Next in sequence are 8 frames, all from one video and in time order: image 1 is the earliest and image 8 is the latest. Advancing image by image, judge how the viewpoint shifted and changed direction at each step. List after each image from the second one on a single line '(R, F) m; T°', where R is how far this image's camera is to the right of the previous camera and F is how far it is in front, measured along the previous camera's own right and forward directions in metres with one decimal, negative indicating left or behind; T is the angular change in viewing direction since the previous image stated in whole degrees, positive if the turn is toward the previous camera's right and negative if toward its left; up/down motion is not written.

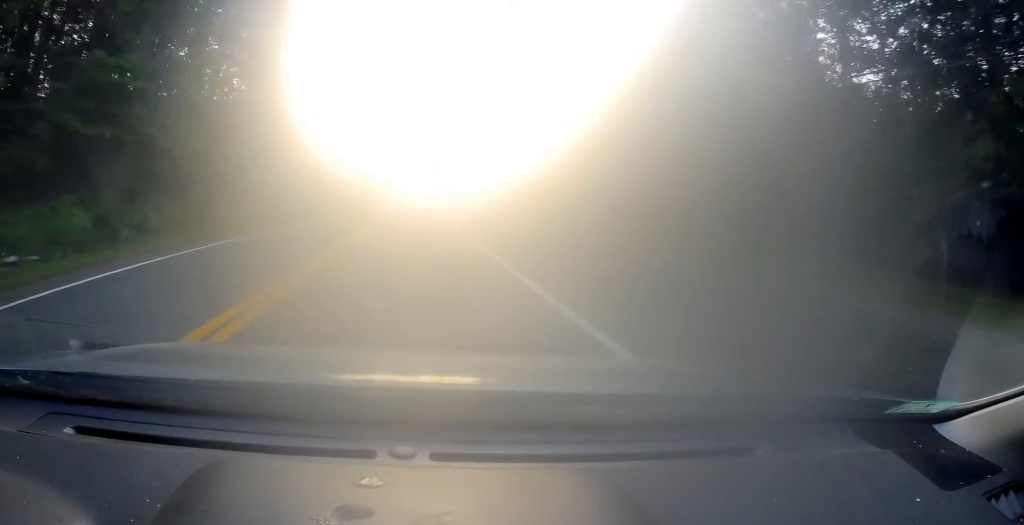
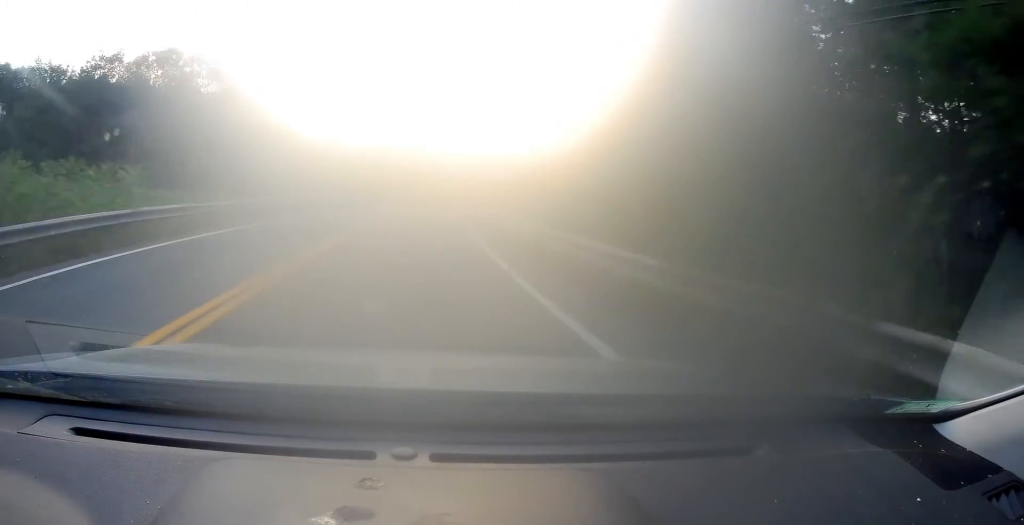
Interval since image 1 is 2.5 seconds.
(+4.4, +58.9) m; +8°
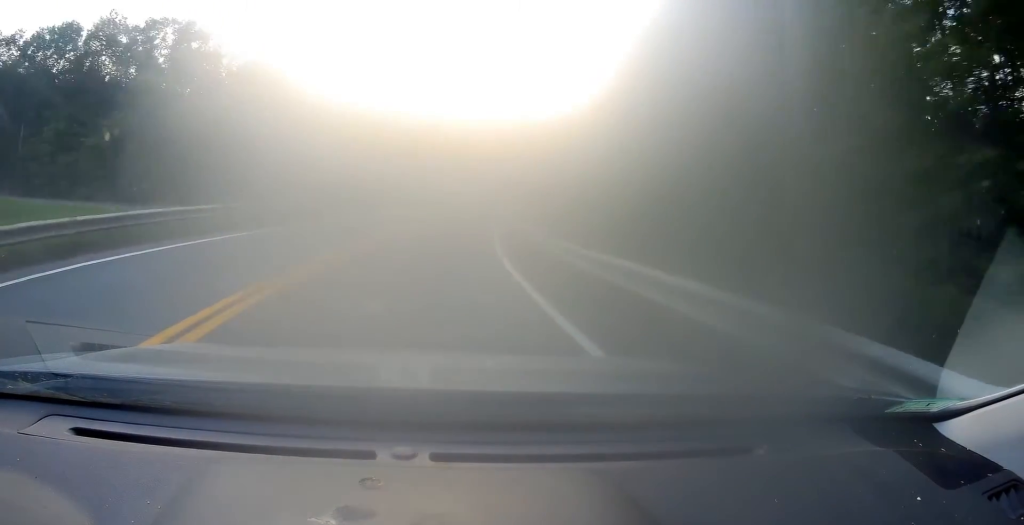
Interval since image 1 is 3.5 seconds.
(+0.3, +21.4) m; +3°
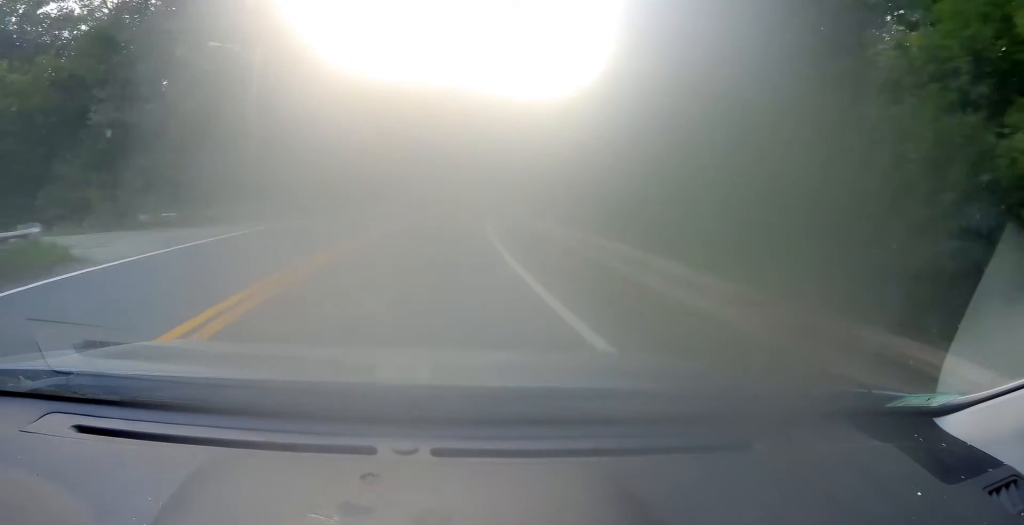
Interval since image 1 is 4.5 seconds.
(+0.9, +21.8) m; +5°
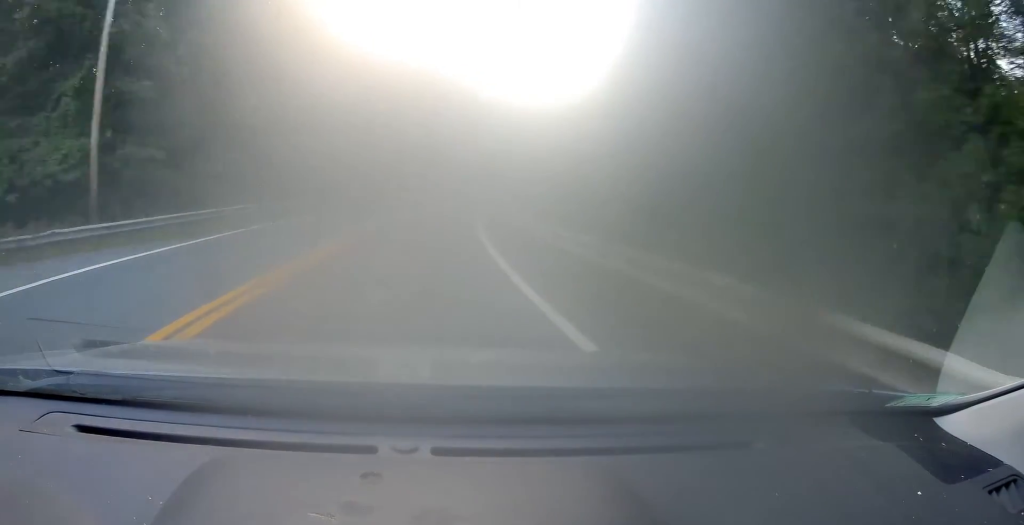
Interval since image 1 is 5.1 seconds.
(+0.1, +12.5) m; +4°
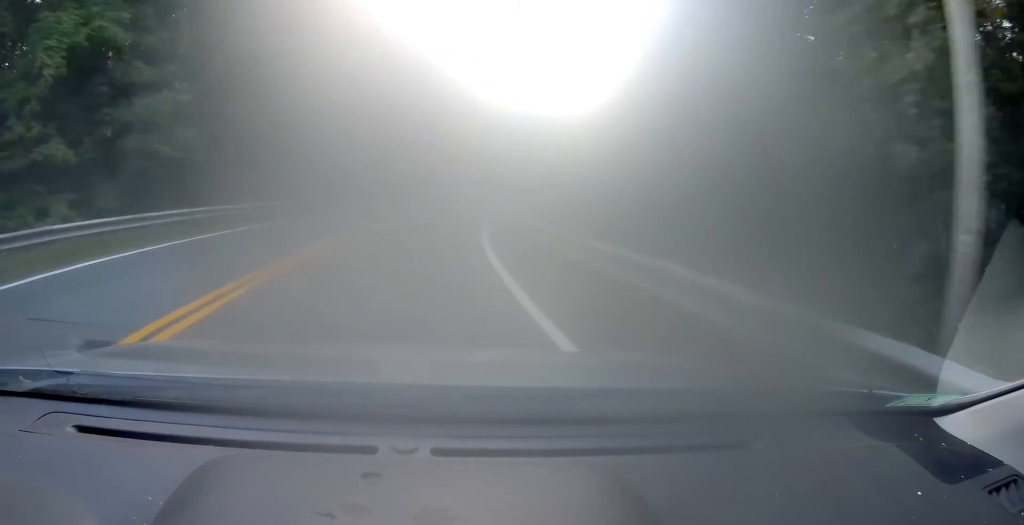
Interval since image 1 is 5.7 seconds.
(+0.7, +13.2) m; +5°
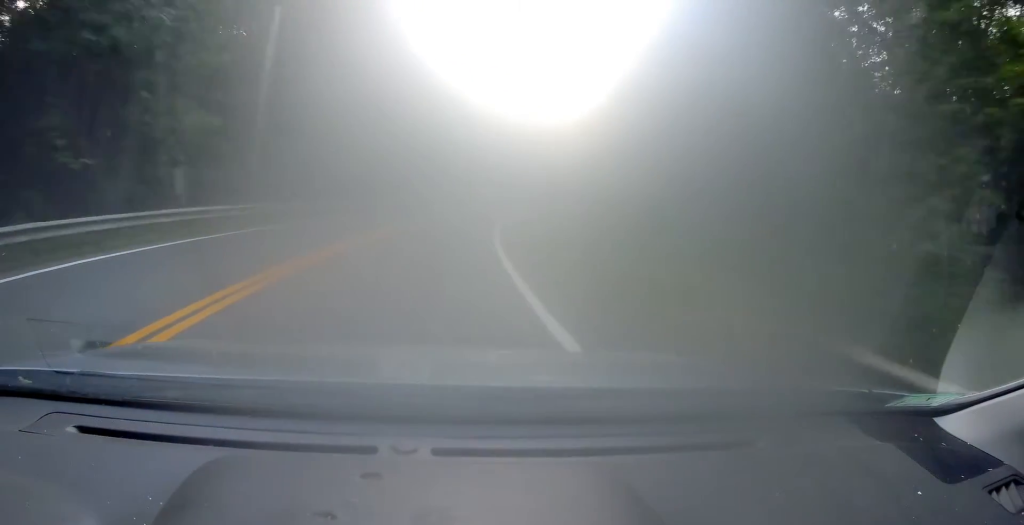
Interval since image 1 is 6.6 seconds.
(+1.1, +17.3) m; +6°
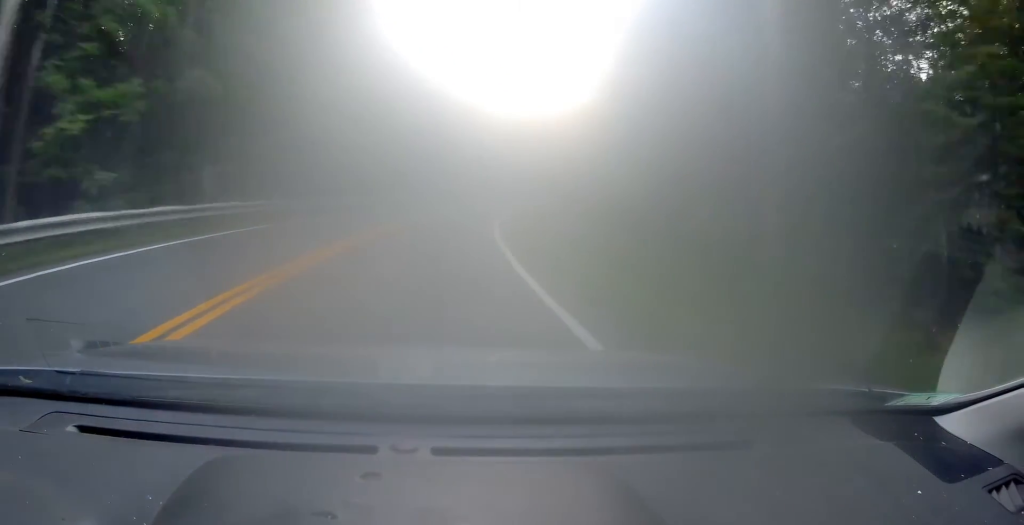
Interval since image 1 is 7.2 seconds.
(+0.6, +13.2) m; +4°
